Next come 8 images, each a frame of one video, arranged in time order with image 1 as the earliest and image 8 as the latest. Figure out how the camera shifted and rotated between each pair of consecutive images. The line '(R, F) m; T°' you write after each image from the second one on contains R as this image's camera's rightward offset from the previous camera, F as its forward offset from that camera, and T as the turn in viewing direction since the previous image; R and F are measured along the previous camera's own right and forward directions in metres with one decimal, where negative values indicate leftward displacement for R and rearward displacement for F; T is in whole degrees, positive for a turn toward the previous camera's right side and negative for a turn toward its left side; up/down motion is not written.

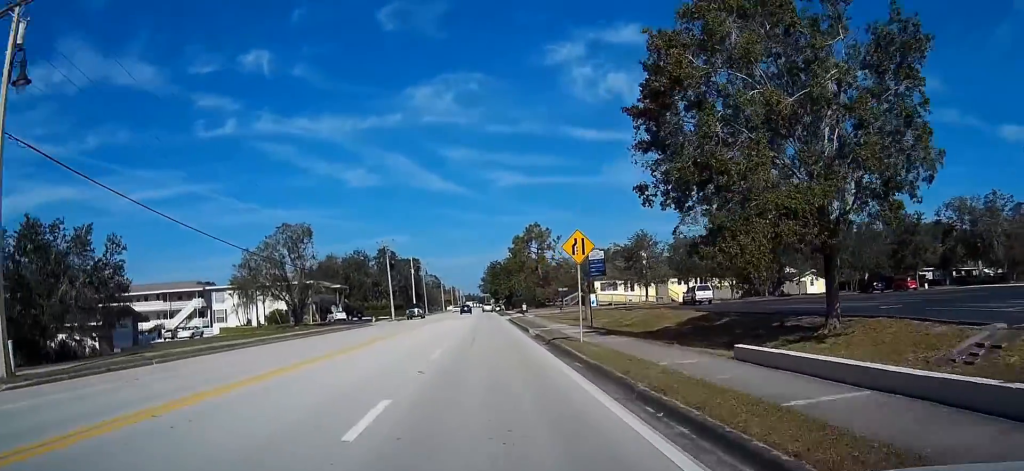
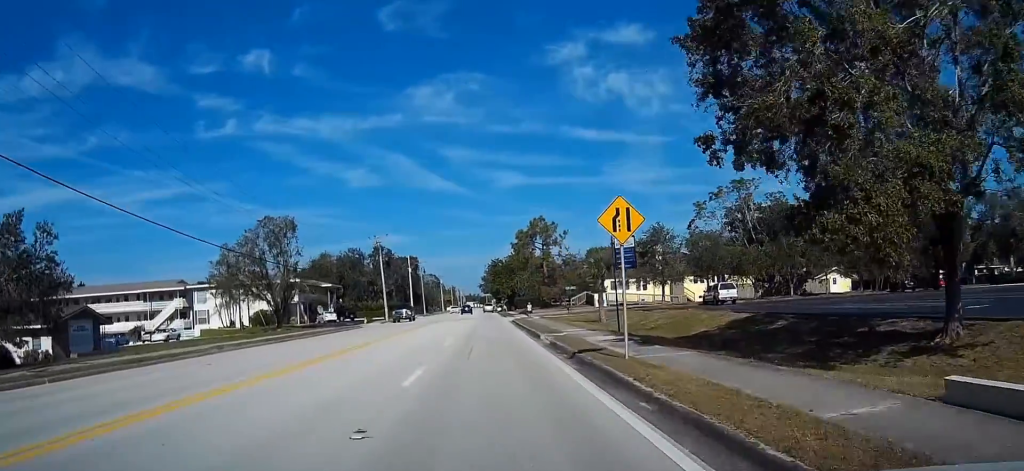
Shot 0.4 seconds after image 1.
(0.0, +7.1) m; 0°
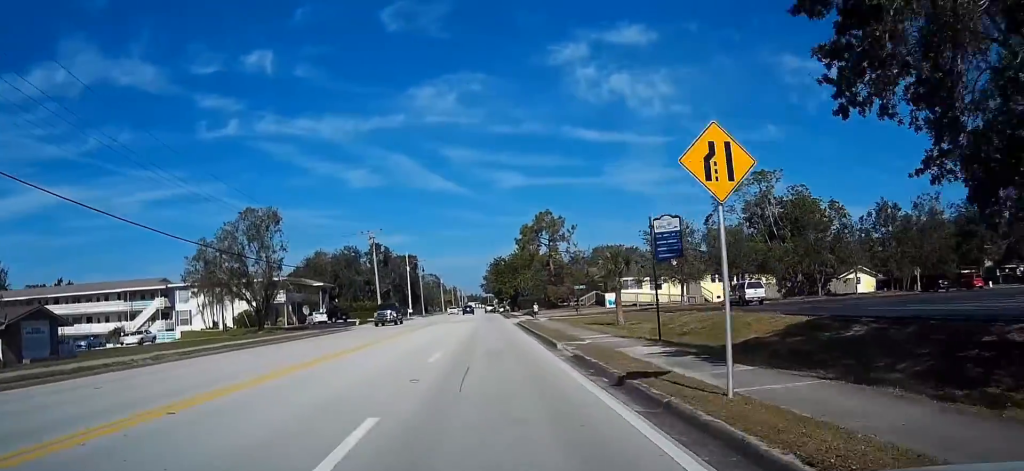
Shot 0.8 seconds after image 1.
(+0.1, +6.6) m; 0°
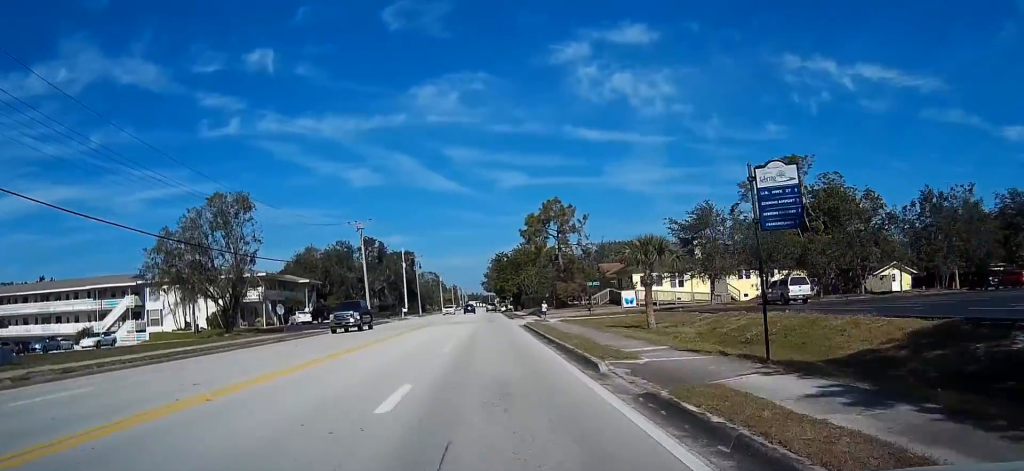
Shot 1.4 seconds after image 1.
(0.0, +8.8) m; 0°
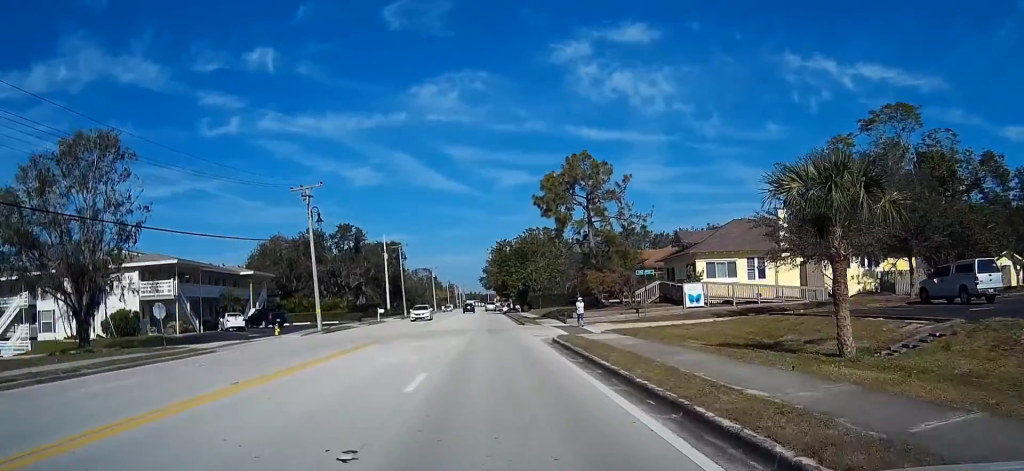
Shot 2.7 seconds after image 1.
(0.0, +22.5) m; 0°
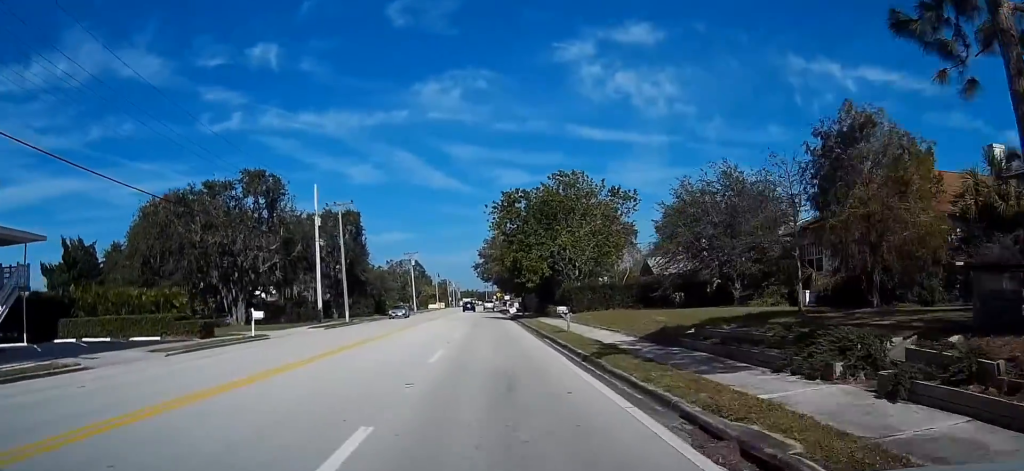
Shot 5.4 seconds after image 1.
(-0.1, +43.7) m; 0°
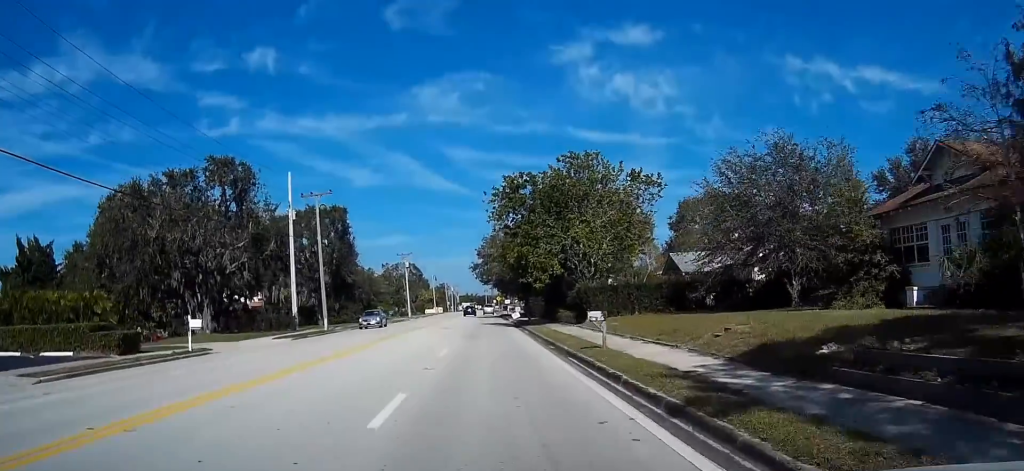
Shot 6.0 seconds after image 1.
(0.0, +8.5) m; 0°
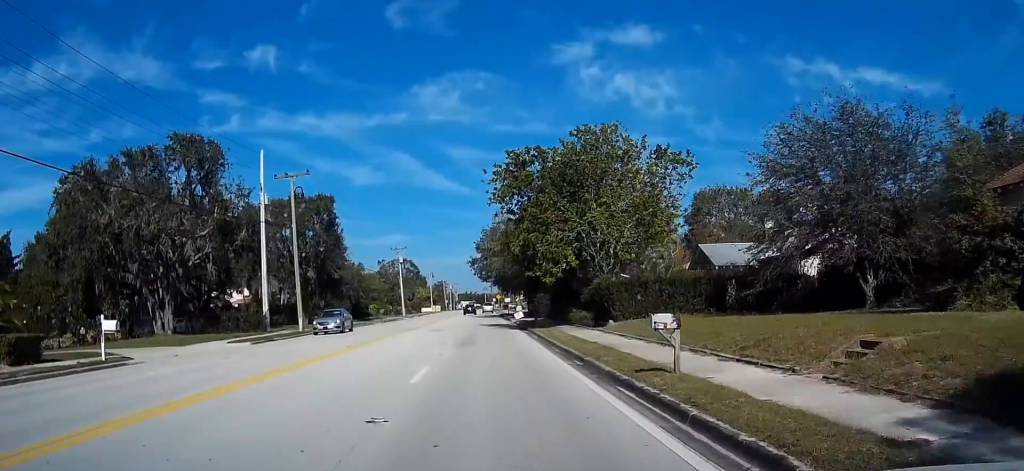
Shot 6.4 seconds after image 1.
(0.0, +7.4) m; 0°
